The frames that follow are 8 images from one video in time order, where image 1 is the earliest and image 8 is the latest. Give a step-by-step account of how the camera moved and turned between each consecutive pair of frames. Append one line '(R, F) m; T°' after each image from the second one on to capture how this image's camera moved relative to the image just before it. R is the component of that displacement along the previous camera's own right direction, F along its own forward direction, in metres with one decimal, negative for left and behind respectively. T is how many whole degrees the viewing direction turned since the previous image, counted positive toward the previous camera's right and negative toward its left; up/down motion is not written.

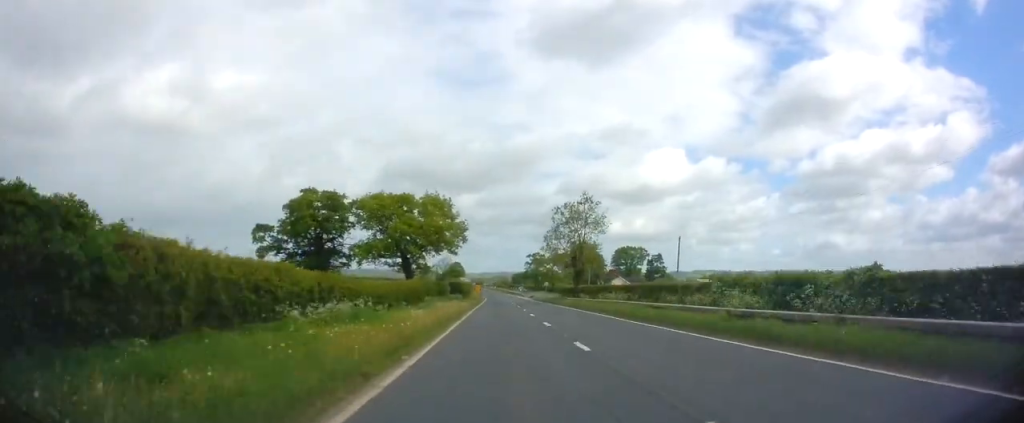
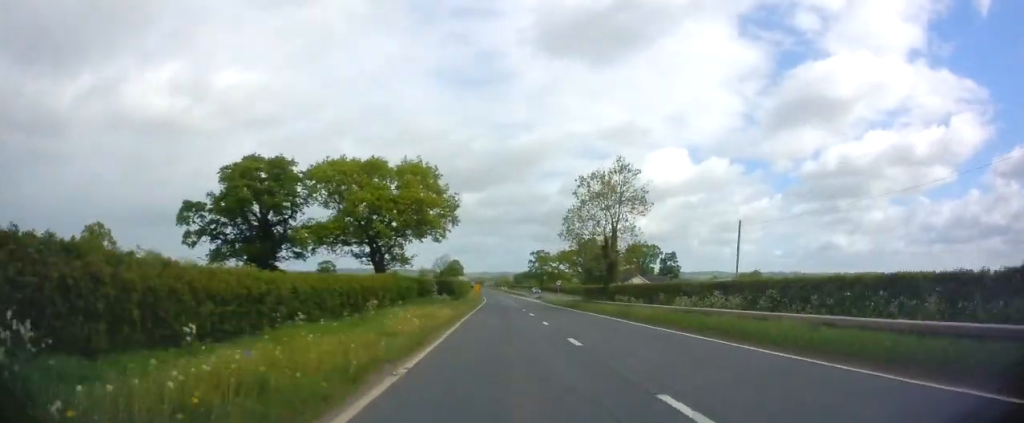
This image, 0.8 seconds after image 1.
(+0.1, +15.9) m; 0°
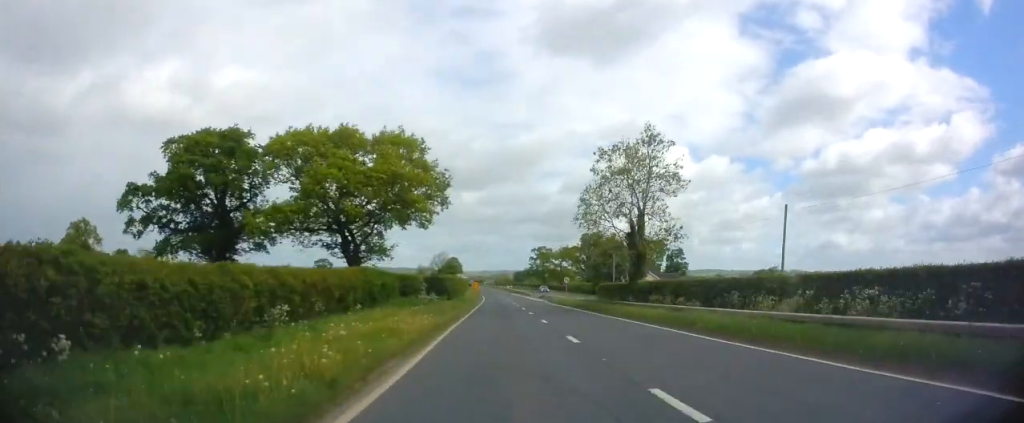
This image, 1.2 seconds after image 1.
(+0.1, +8.3) m; 0°
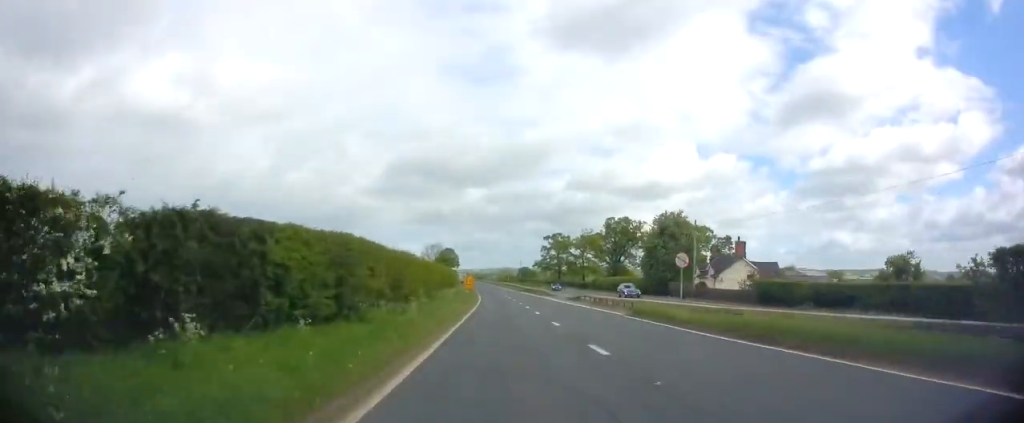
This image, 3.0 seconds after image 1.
(-0.3, +37.9) m; -1°
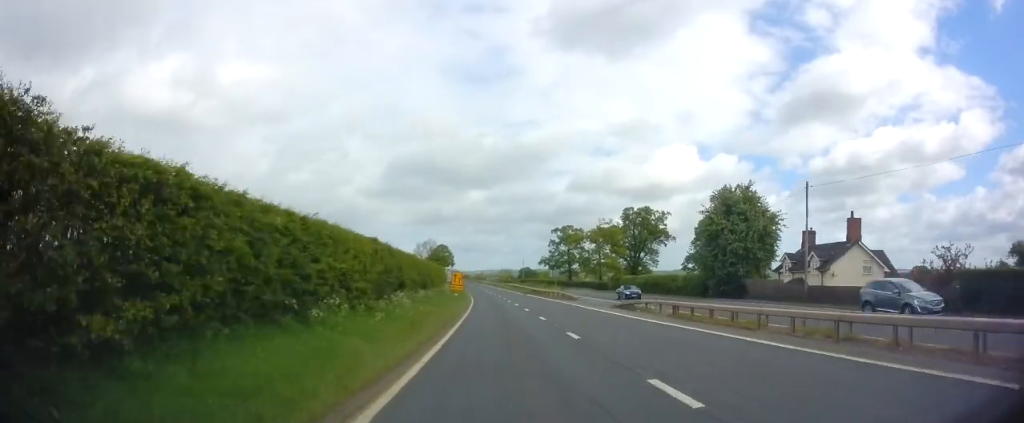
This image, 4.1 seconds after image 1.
(0.0, +22.1) m; 0°
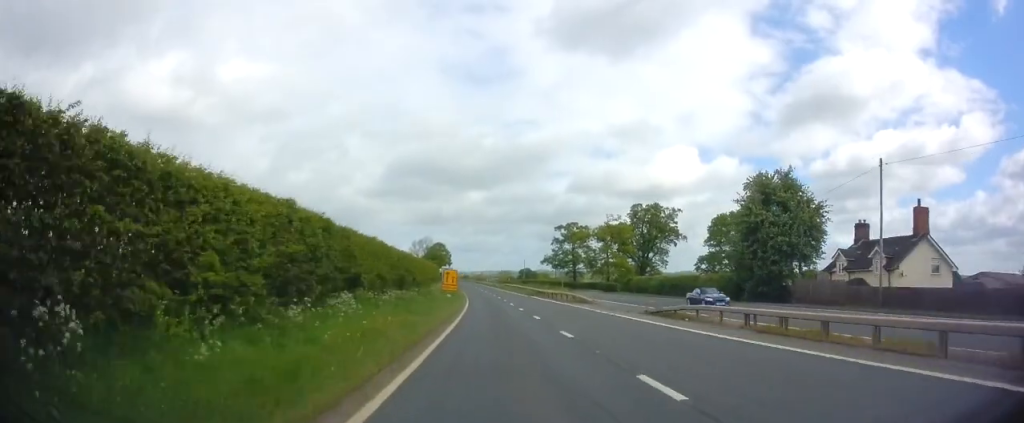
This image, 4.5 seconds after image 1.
(-0.1, +8.3) m; 0°
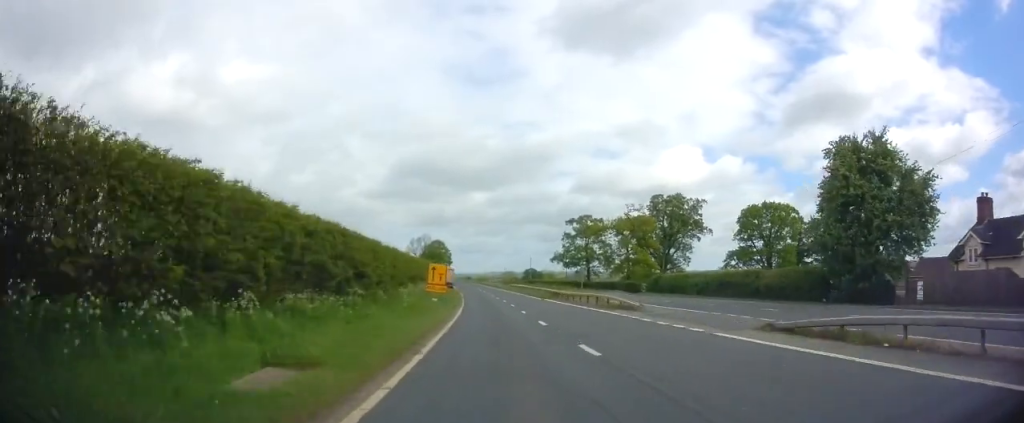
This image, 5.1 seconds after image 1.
(+0.1, +13.2) m; 0°
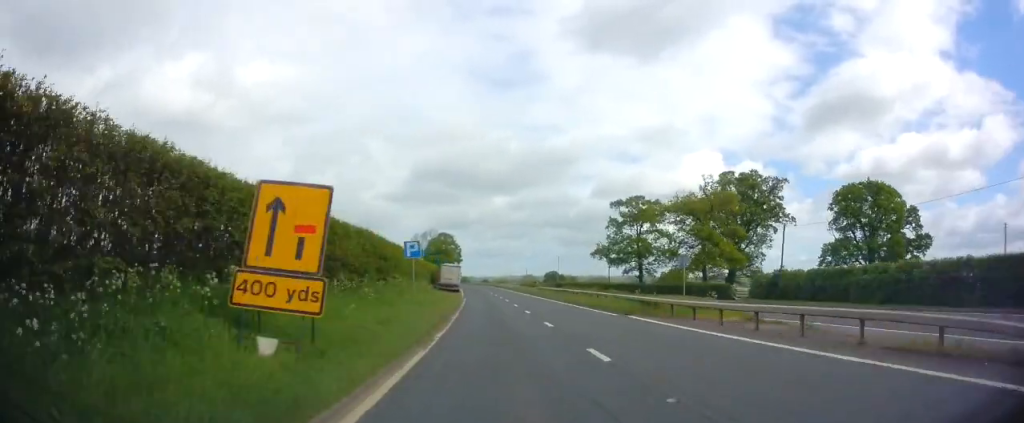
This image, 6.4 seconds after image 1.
(-0.1, +27.0) m; -2°
